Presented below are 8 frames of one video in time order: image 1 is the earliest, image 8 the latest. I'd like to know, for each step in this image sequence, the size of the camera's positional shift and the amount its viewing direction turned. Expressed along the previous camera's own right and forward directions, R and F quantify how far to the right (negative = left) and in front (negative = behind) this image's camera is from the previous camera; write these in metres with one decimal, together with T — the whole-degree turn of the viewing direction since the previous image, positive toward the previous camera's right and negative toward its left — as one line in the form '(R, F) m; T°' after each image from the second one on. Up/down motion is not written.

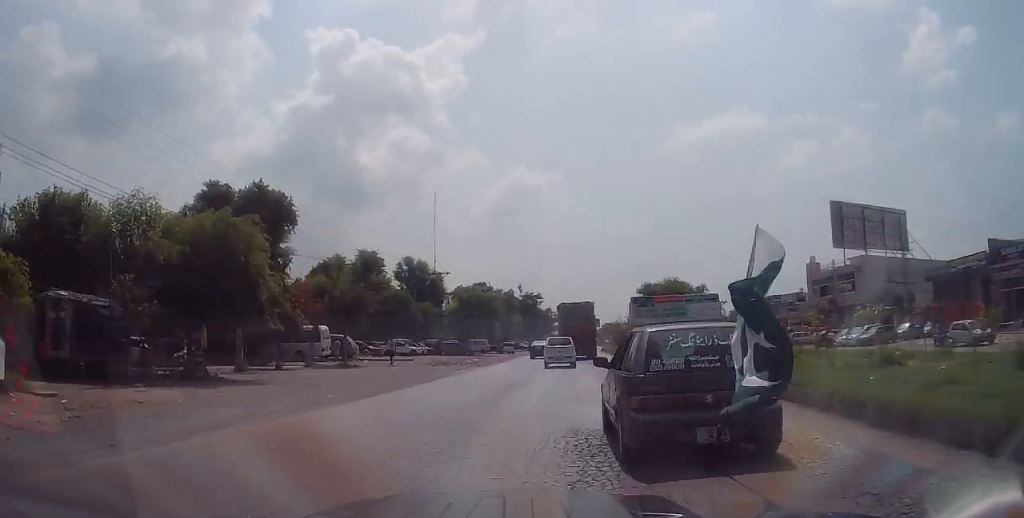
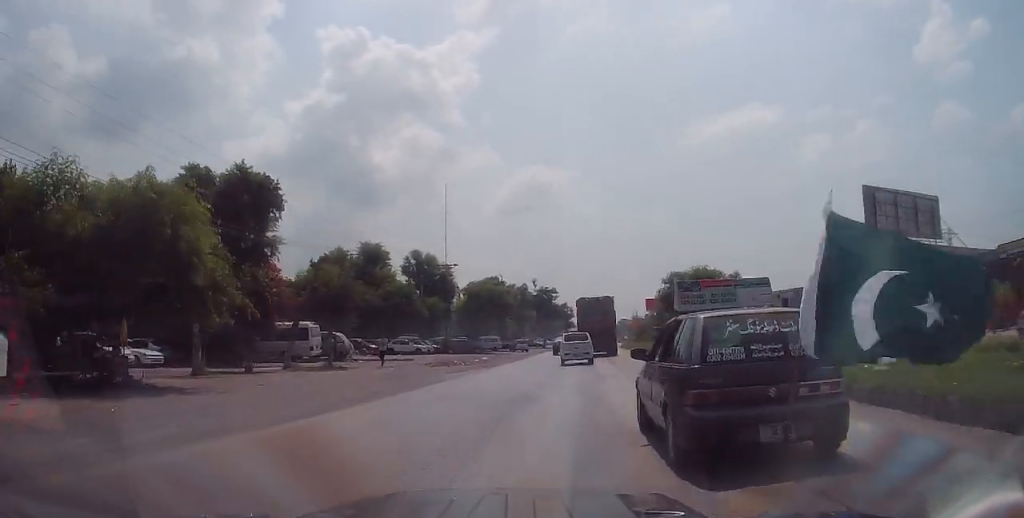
(-0.1, +5.3) m; 0°
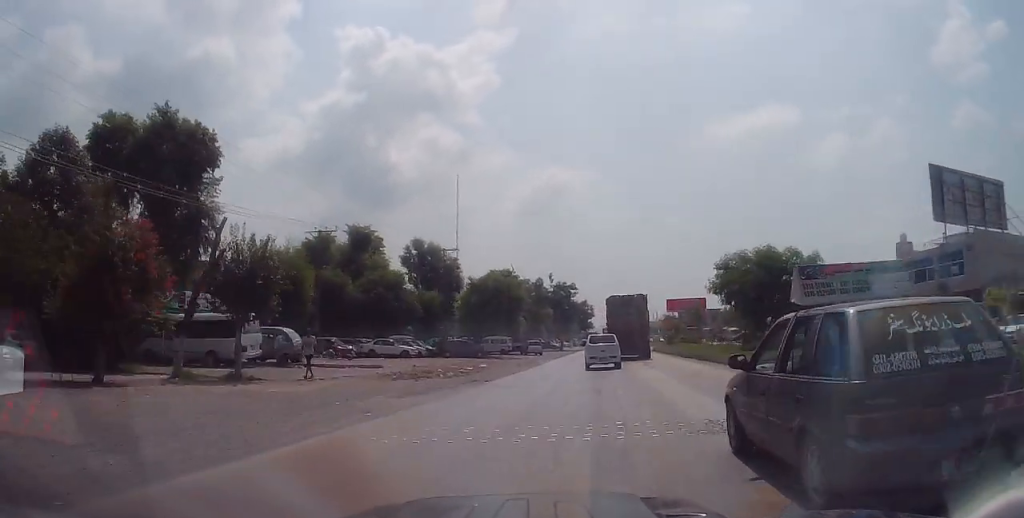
(-0.1, +11.5) m; +1°
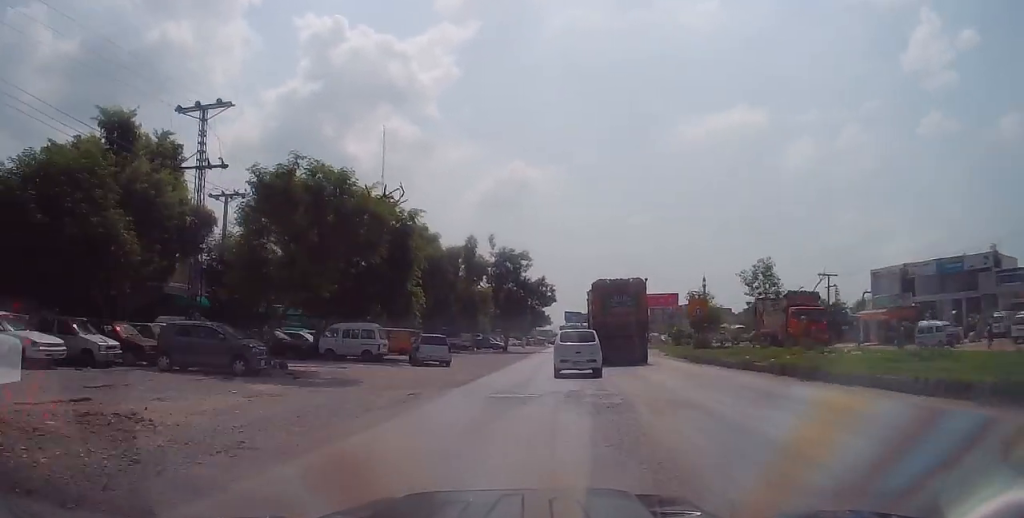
(+1.1, +33.5) m; +3°
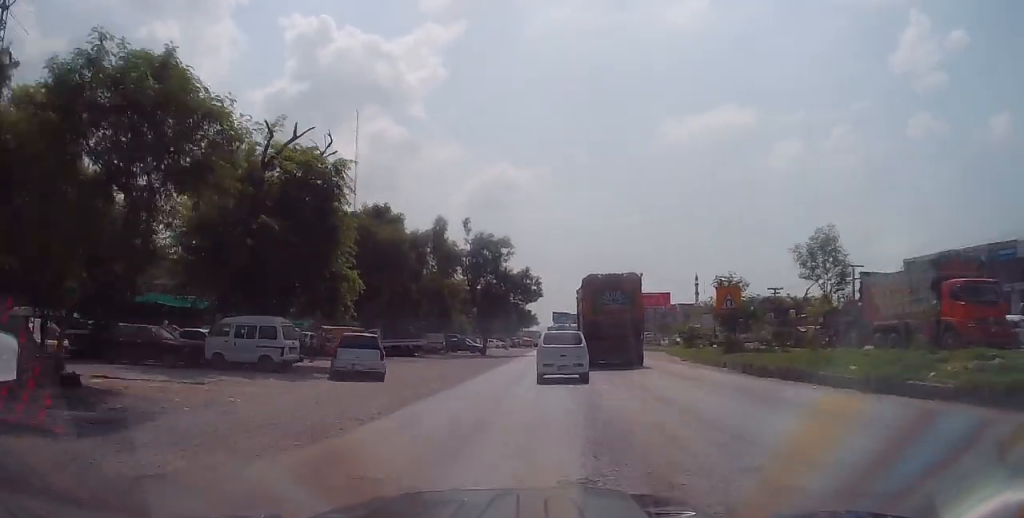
(+0.3, +9.4) m; +1°
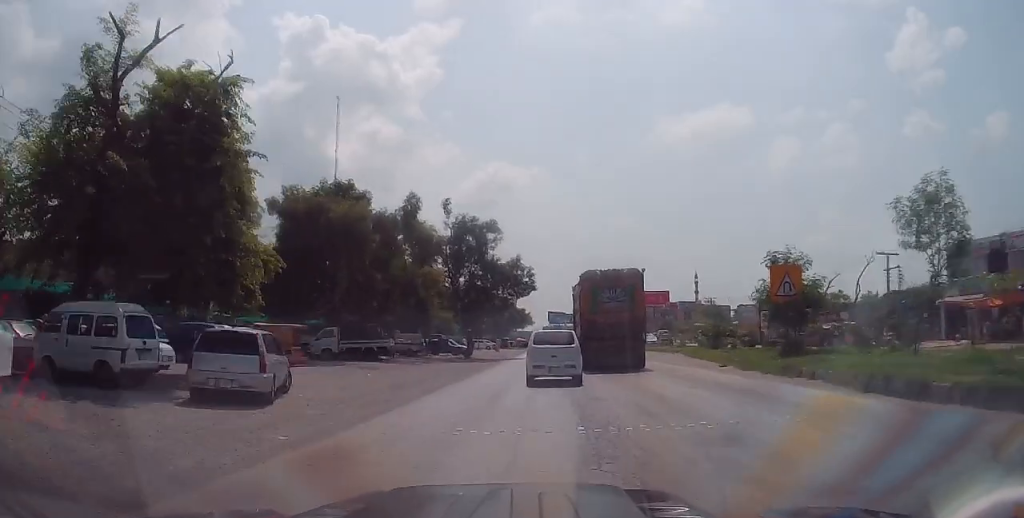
(+0.2, +8.0) m; +1°
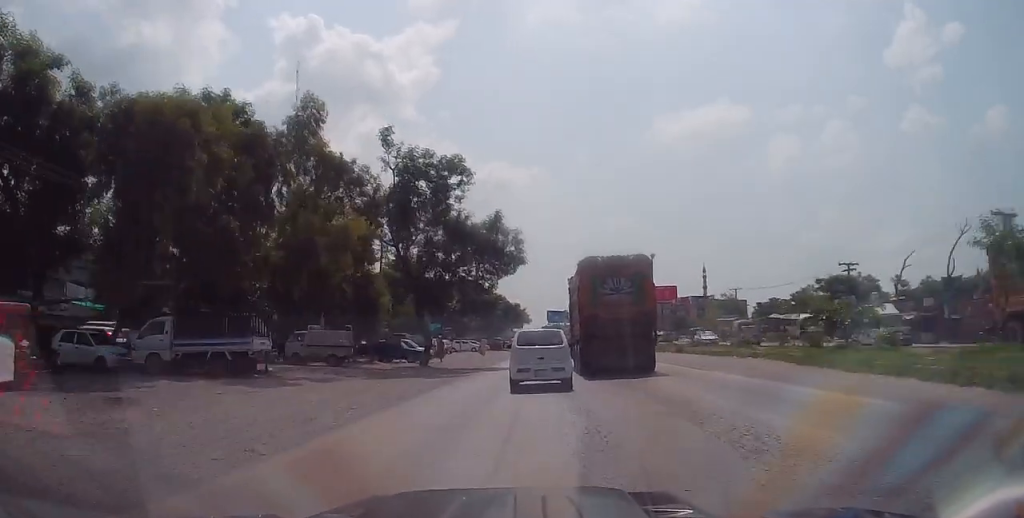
(-0.2, +17.0) m; -1°
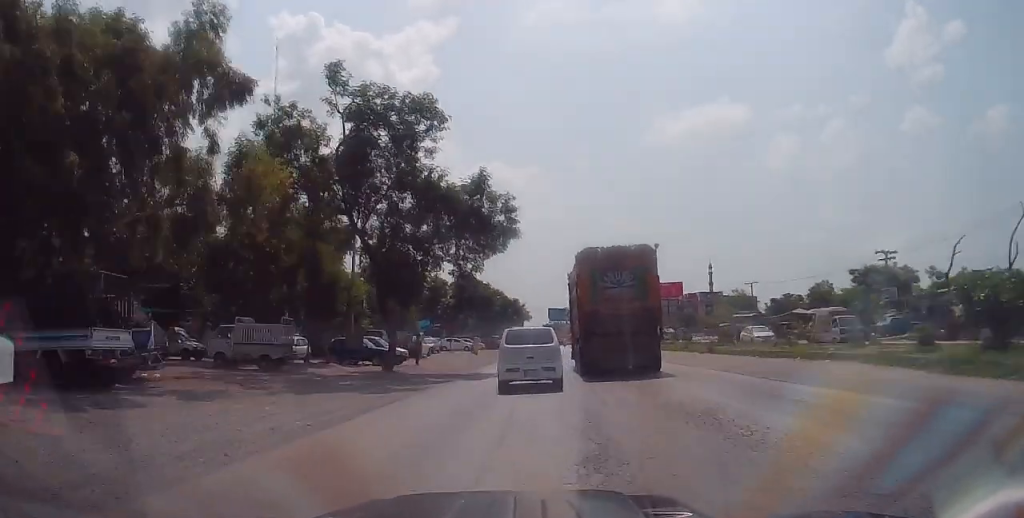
(0.0, +7.8) m; 0°
